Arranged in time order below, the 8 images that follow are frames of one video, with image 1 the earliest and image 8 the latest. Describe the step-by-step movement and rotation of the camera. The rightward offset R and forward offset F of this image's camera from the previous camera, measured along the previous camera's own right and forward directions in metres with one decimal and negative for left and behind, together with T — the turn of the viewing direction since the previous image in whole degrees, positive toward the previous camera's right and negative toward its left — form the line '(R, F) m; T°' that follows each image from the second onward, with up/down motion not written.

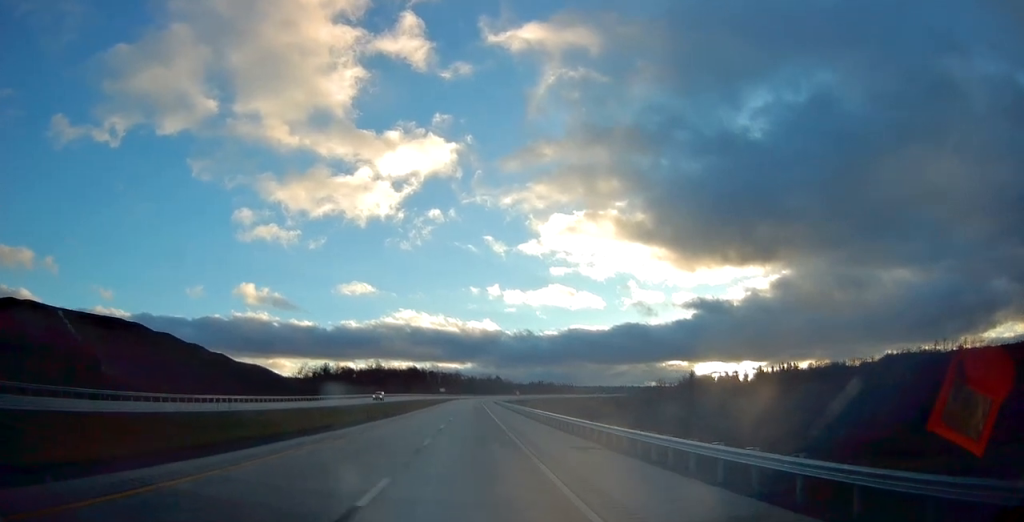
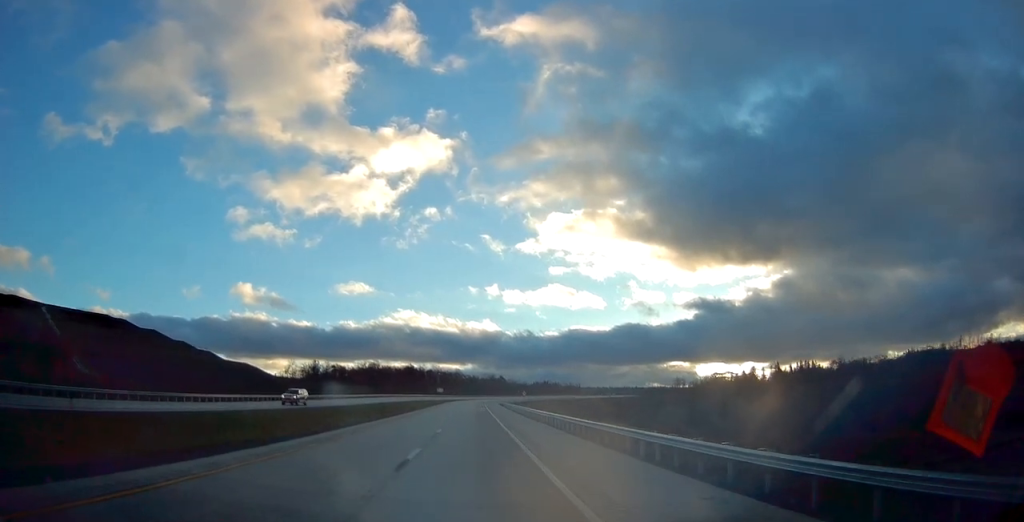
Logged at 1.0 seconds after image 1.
(+0.1, +29.2) m; 0°
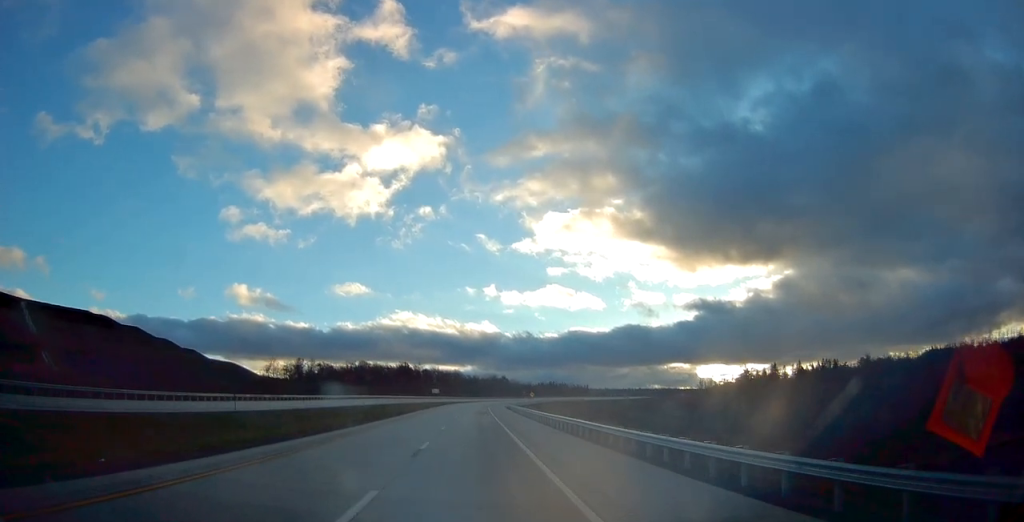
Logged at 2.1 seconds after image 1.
(-0.1, +33.2) m; 0°
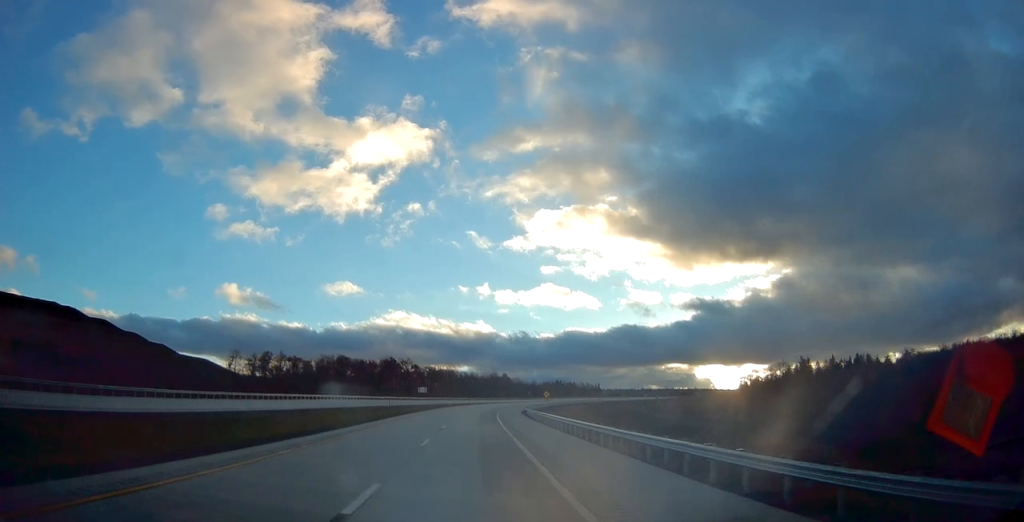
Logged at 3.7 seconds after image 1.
(0.0, +48.1) m; 0°
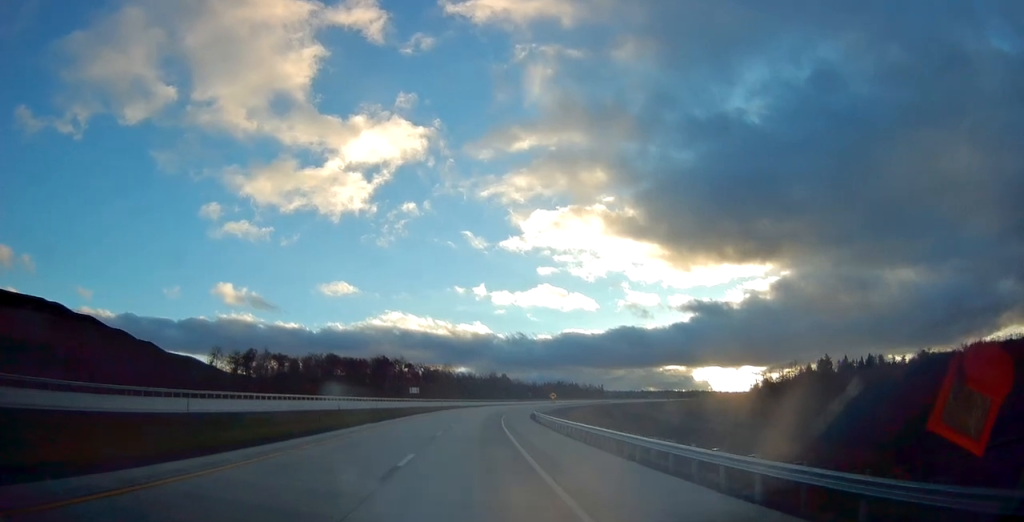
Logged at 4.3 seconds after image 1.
(-0.2, +17.8) m; 0°
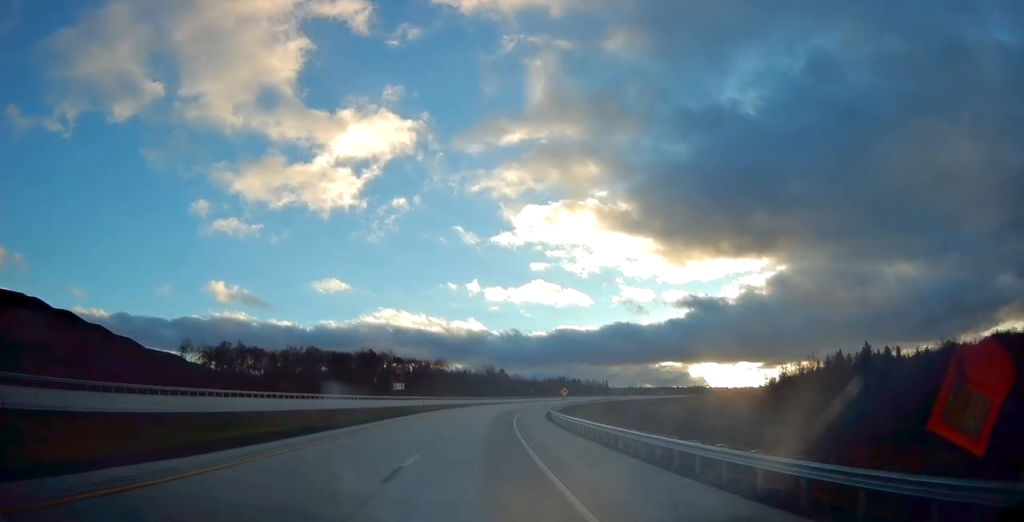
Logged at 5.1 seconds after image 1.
(+0.1, +24.8) m; 0°
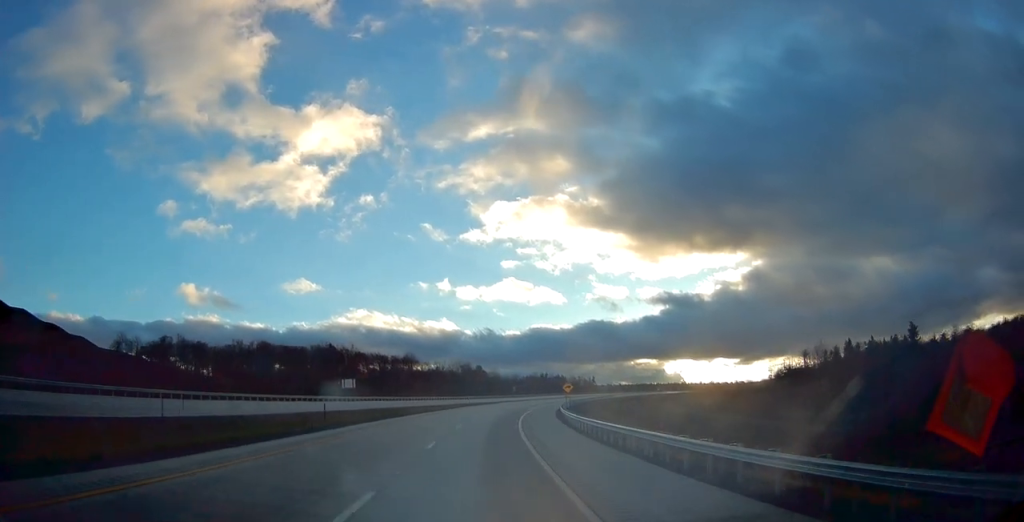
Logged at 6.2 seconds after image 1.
(+0.1, +31.7) m; +1°
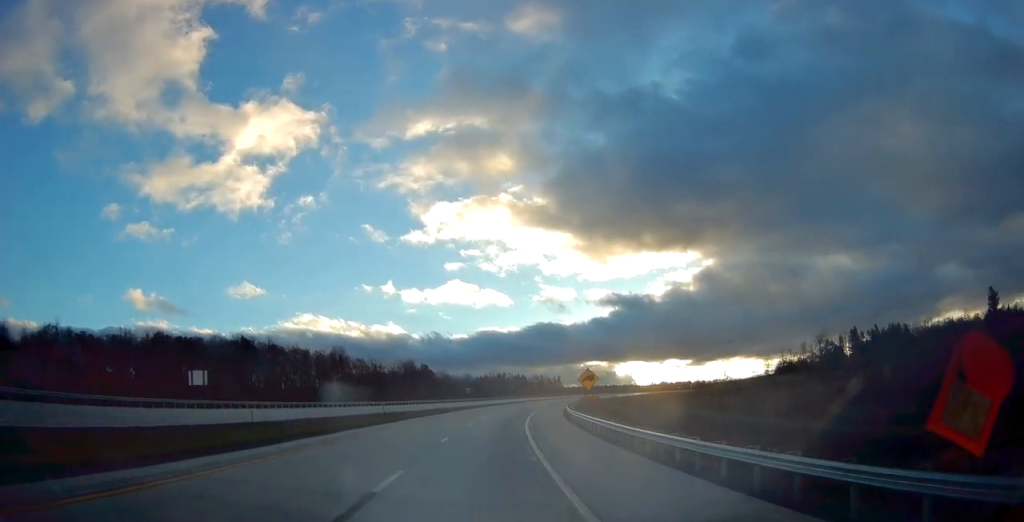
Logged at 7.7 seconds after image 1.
(+0.8, +45.4) m; +3°
